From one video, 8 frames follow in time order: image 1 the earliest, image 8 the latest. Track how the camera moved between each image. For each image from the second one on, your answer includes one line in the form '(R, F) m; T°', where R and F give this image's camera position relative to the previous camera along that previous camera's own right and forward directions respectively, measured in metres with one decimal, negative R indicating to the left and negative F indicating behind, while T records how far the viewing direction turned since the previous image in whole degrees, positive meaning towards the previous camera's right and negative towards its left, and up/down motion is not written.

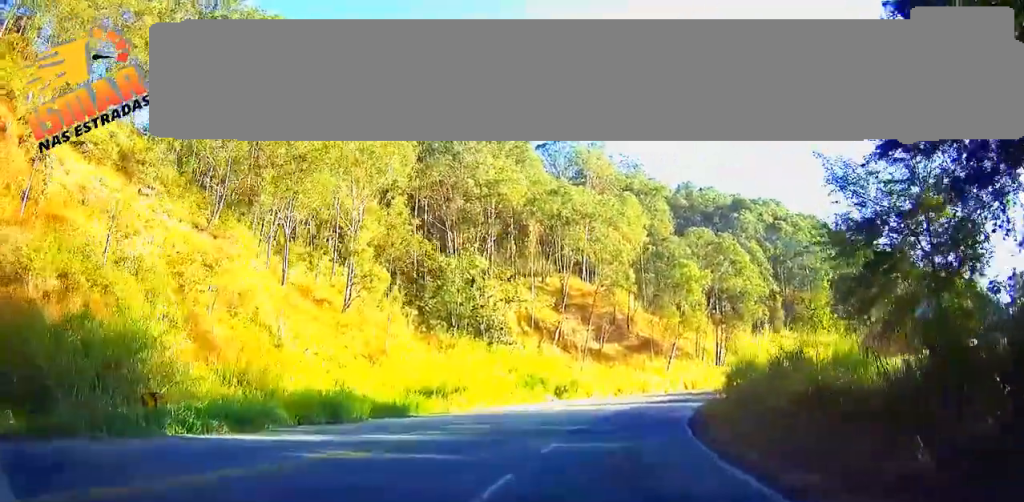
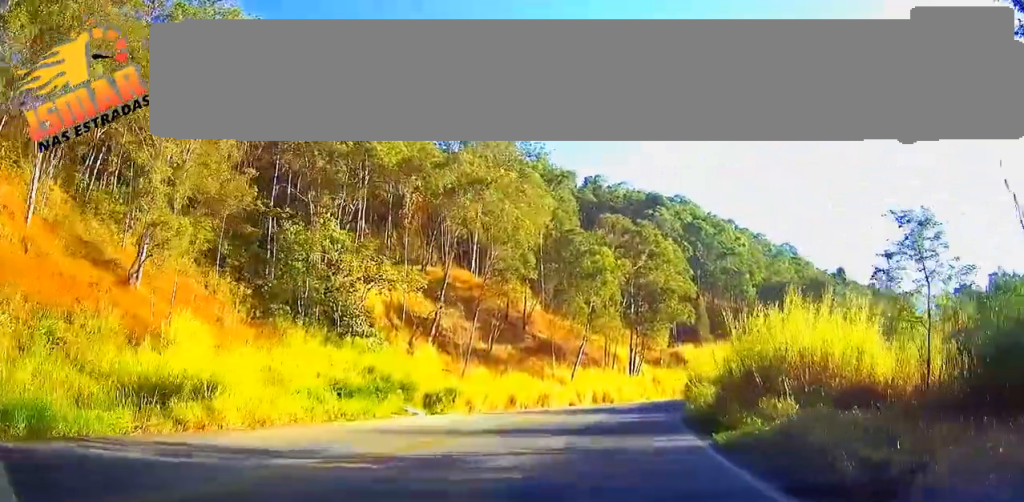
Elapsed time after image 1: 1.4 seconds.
(+1.2, +21.8) m; +8°
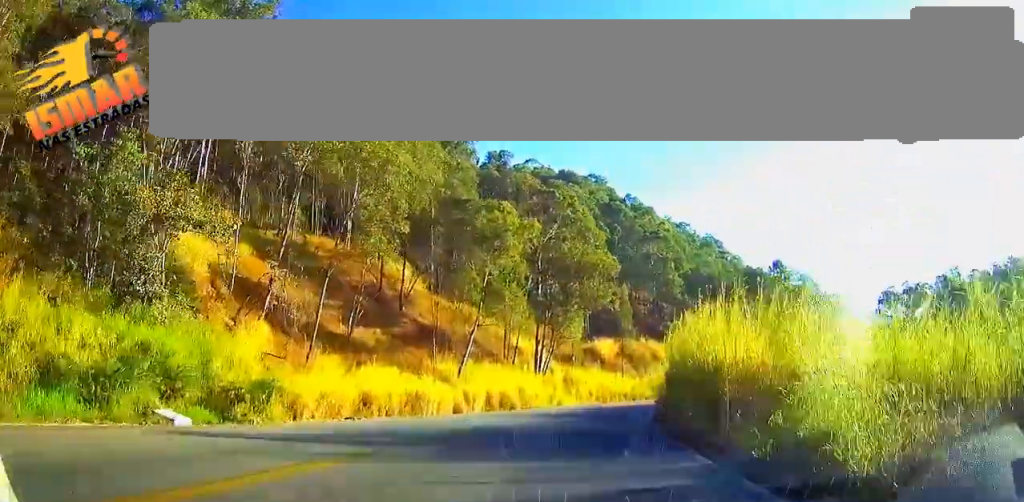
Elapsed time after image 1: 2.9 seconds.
(+2.3, +23.3) m; +13°
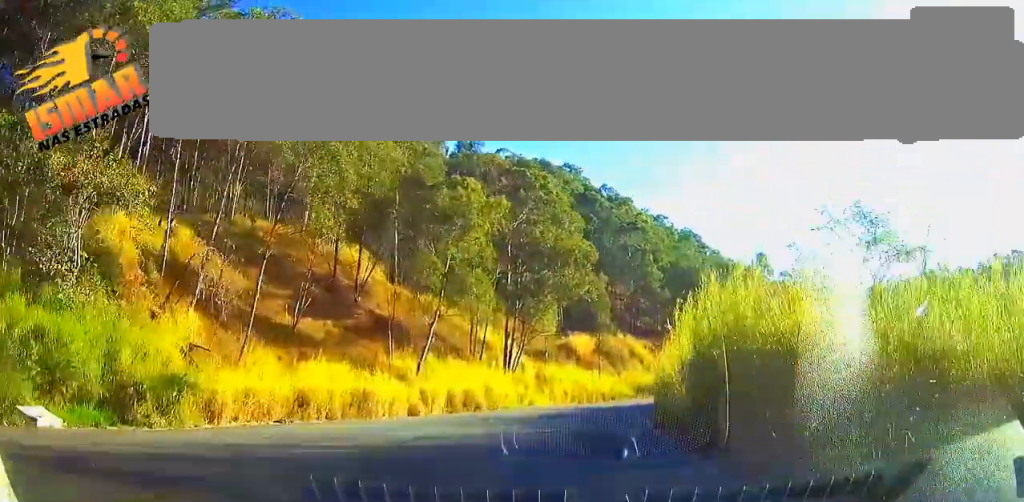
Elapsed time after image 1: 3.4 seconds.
(-0.1, +7.9) m; +8°
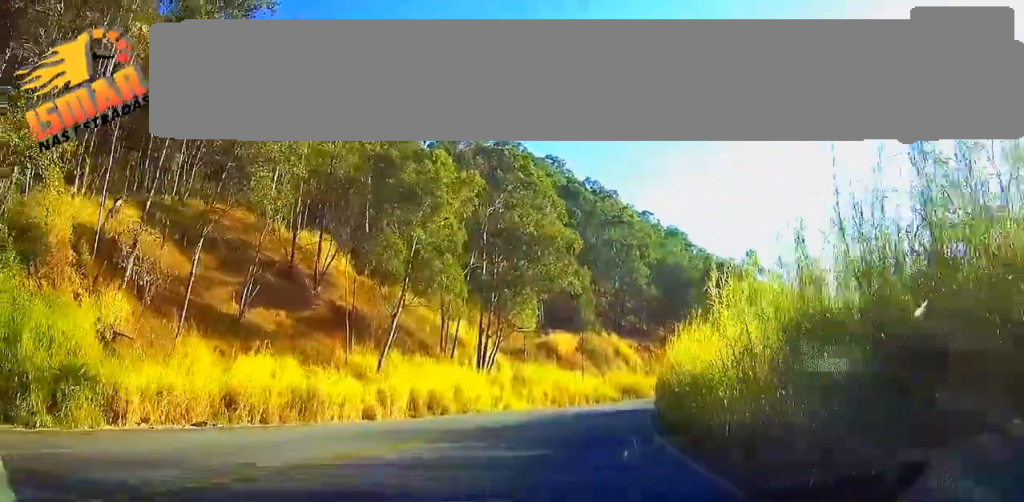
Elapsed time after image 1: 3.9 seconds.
(+0.4, +7.3) m; +7°
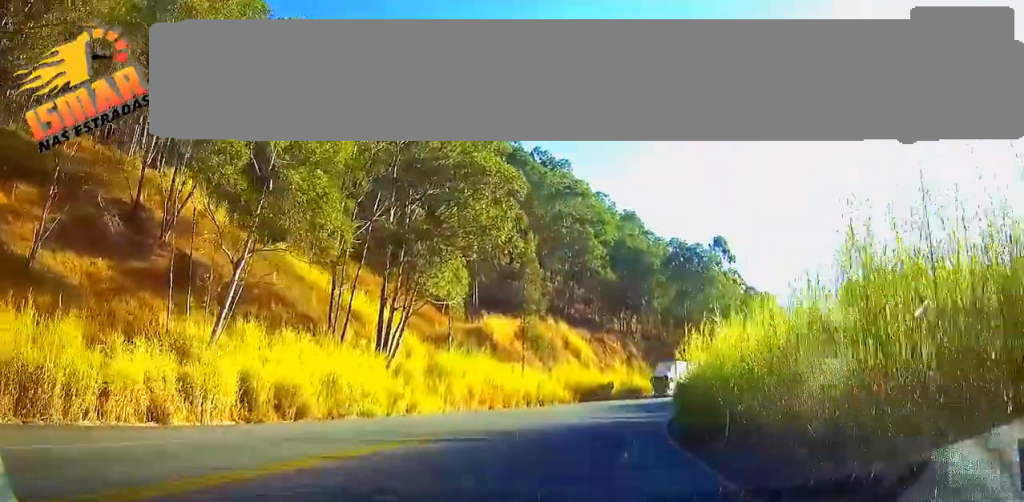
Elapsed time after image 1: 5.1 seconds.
(+3.7, +20.4) m; +11°
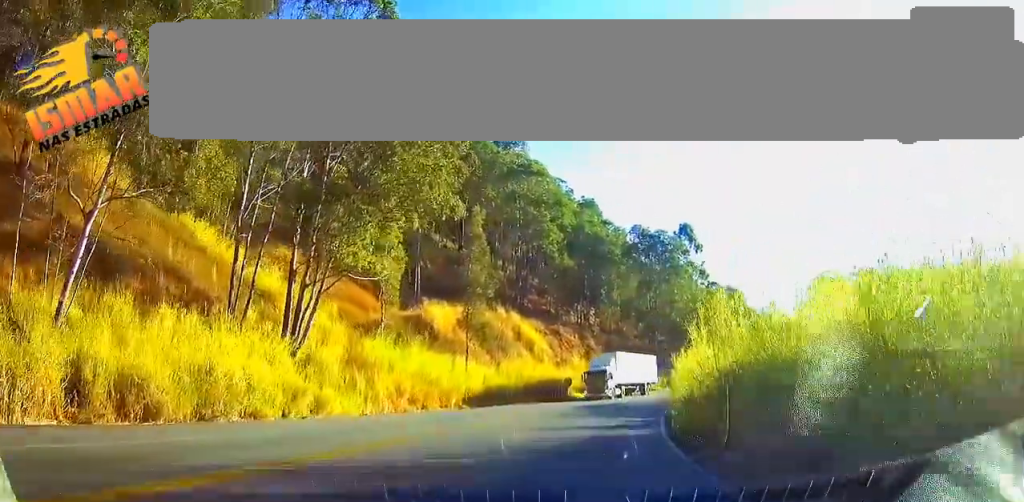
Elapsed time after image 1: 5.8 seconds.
(0.0, +10.5) m; 0°
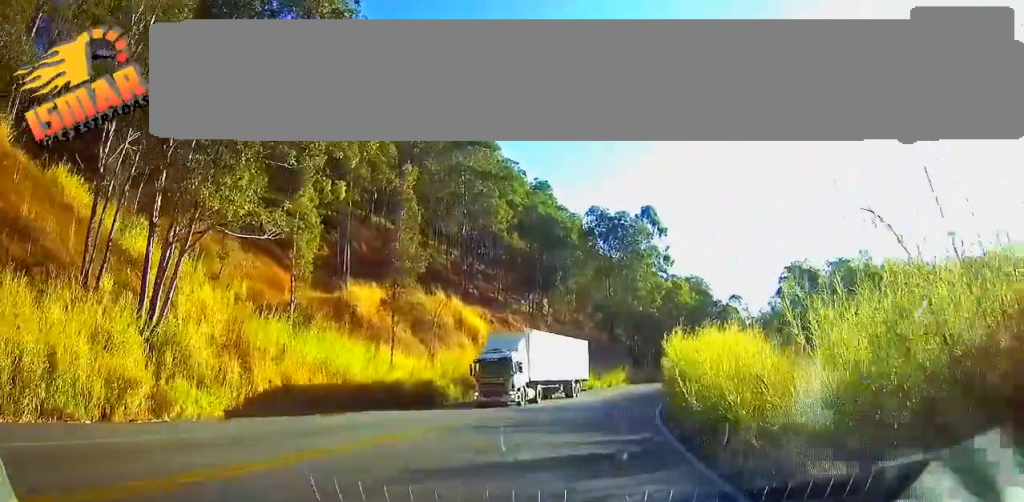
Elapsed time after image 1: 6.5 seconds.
(0.0, +12.1) m; 0°
